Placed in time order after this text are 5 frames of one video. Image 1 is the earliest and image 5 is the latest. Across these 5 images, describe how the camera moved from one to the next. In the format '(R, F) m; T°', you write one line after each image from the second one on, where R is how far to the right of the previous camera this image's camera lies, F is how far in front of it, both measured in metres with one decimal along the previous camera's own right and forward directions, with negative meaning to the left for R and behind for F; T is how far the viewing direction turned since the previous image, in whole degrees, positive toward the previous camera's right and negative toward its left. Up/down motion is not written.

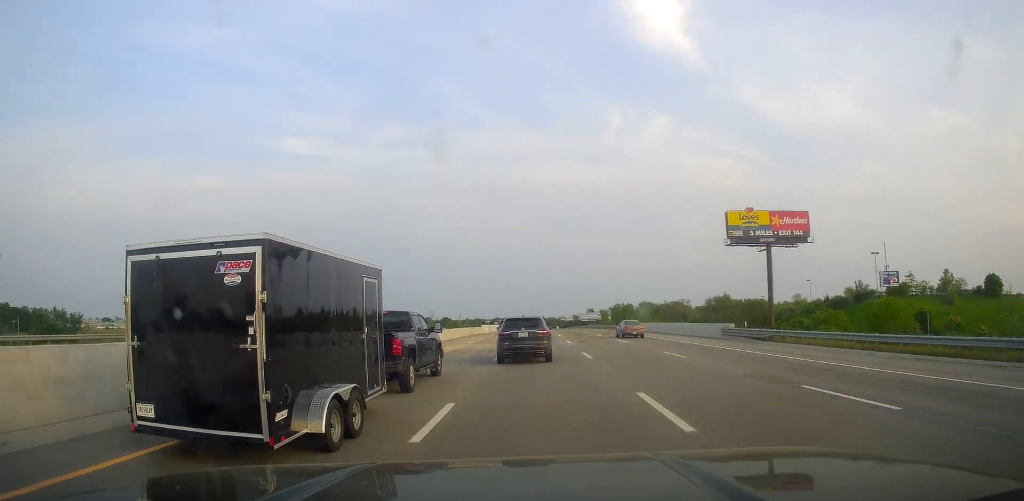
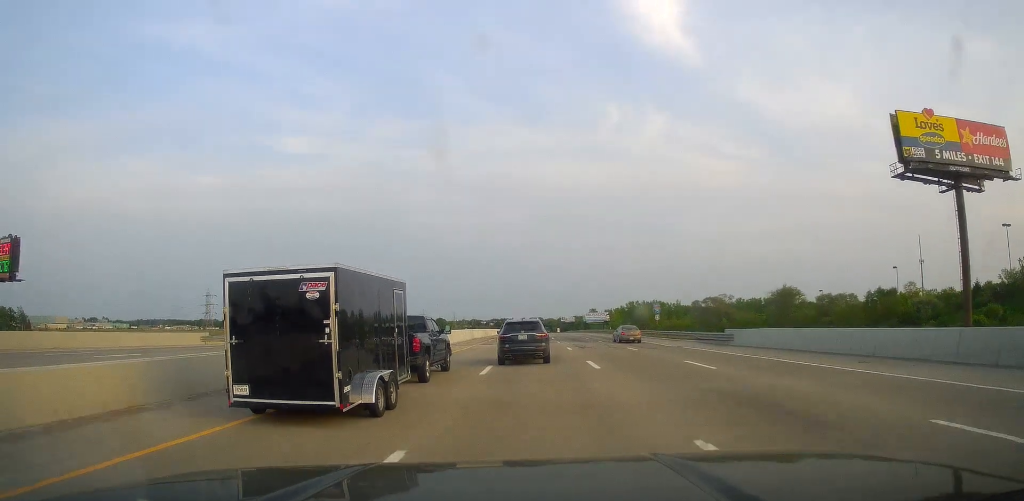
(0.0, +49.9) m; +1°
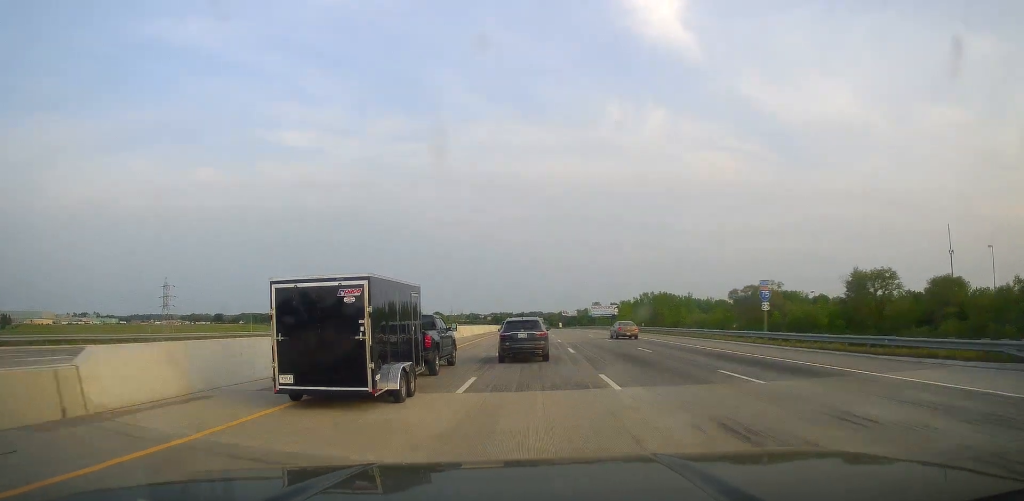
(+0.6, +35.6) m; 0°
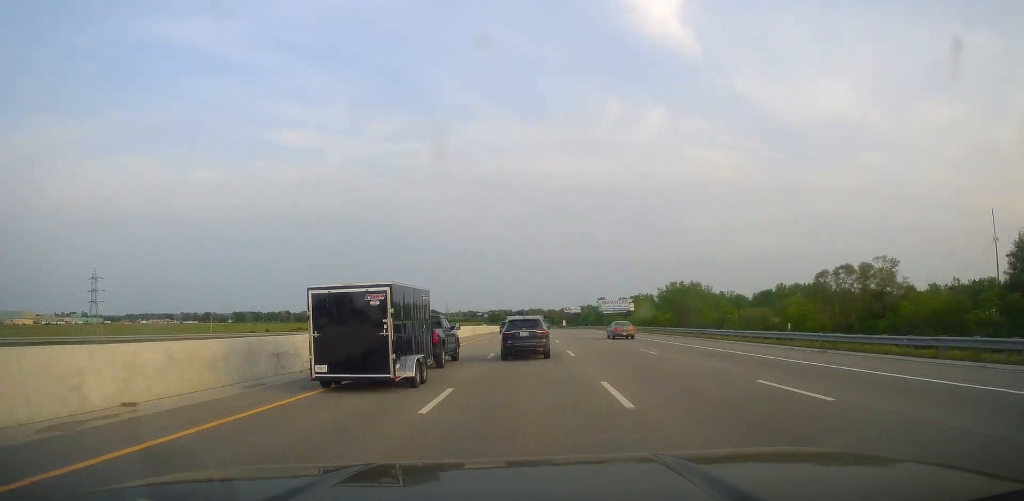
(-0.2, +47.4) m; 0°
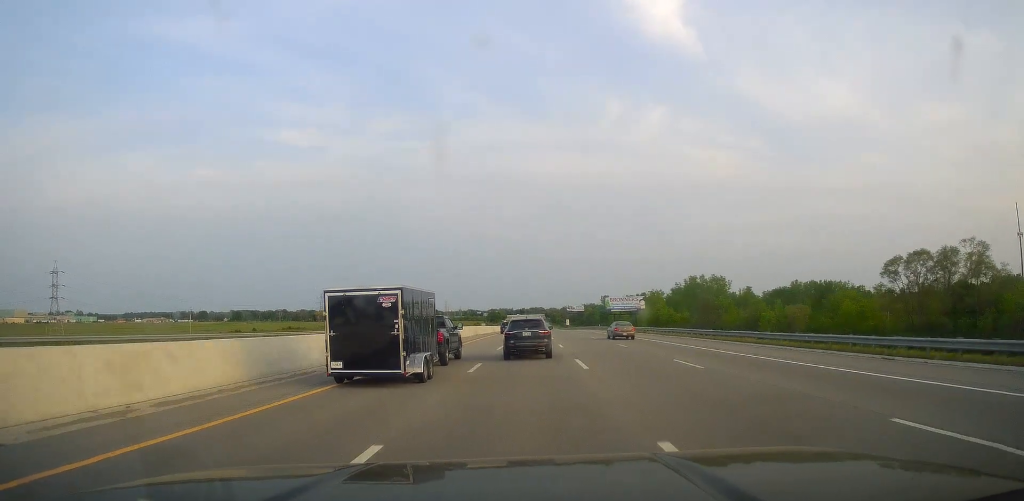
(+0.3, +22.0) m; 0°
